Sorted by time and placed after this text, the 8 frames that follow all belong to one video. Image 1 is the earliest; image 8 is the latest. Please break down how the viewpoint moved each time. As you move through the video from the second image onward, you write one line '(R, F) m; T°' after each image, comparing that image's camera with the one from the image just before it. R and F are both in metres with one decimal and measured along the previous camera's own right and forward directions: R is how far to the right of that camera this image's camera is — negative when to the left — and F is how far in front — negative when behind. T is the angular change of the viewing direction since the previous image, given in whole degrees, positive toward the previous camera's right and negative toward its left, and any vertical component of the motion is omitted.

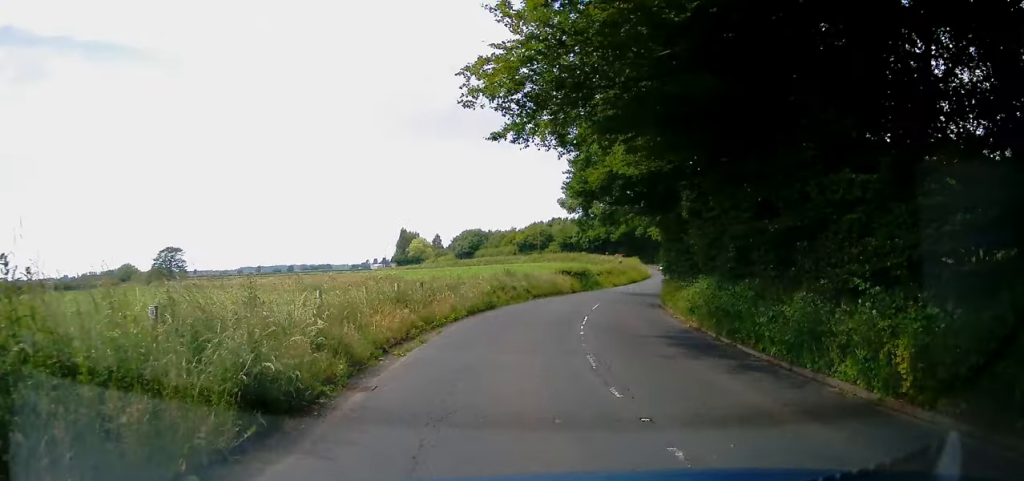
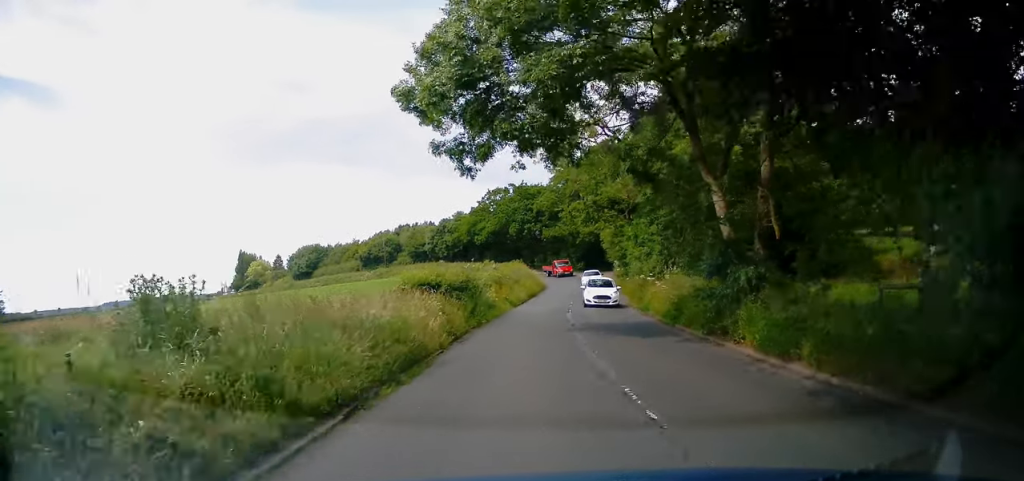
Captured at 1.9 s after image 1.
(+2.3, +26.9) m; +11°
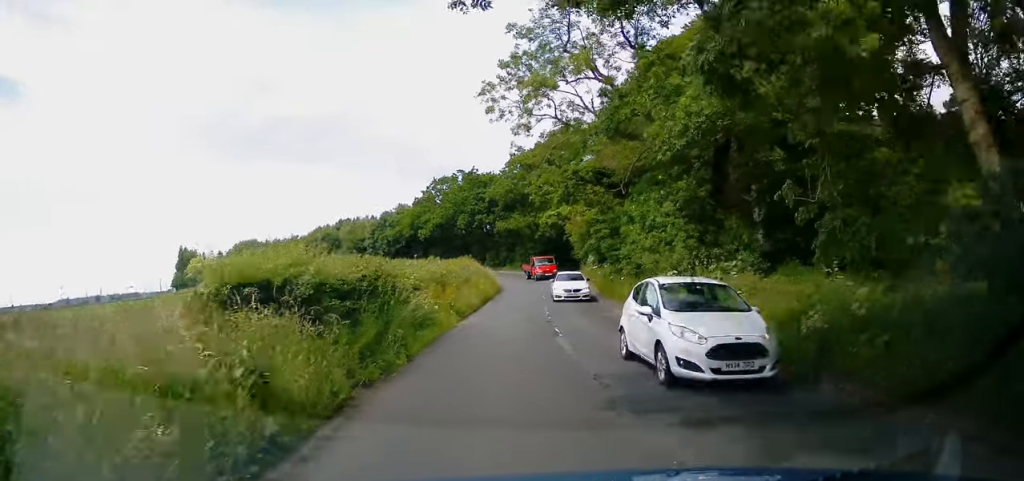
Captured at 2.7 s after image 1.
(+0.4, +10.8) m; +4°
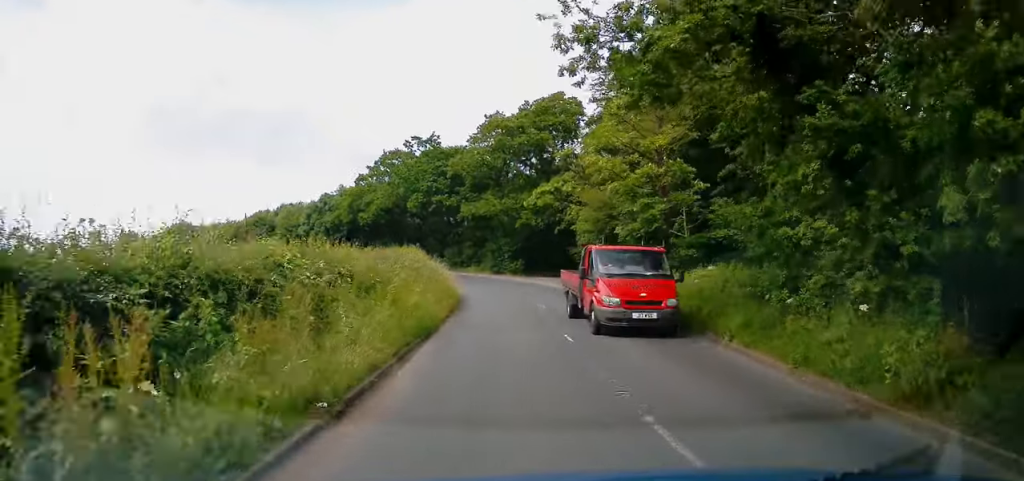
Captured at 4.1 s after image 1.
(+1.0, +19.2) m; +4°
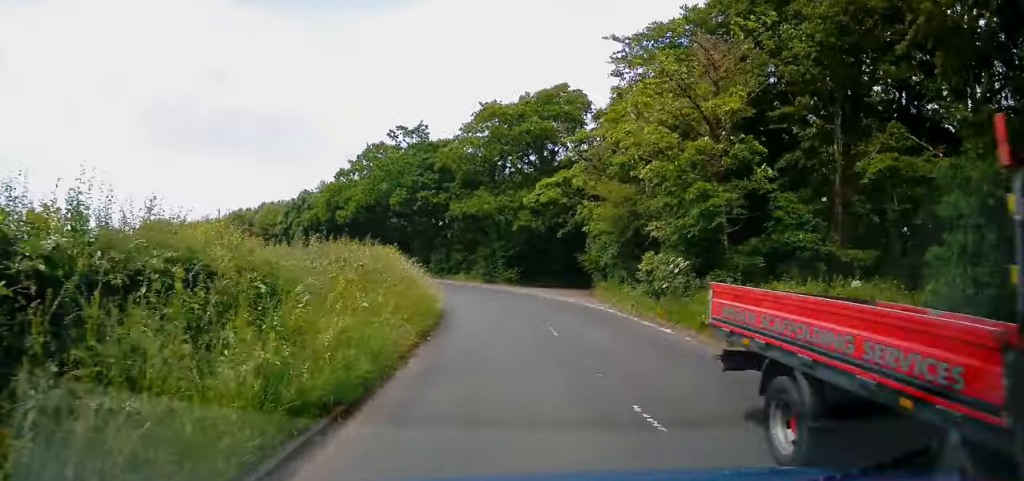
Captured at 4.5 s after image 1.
(+0.1, +6.5) m; +1°
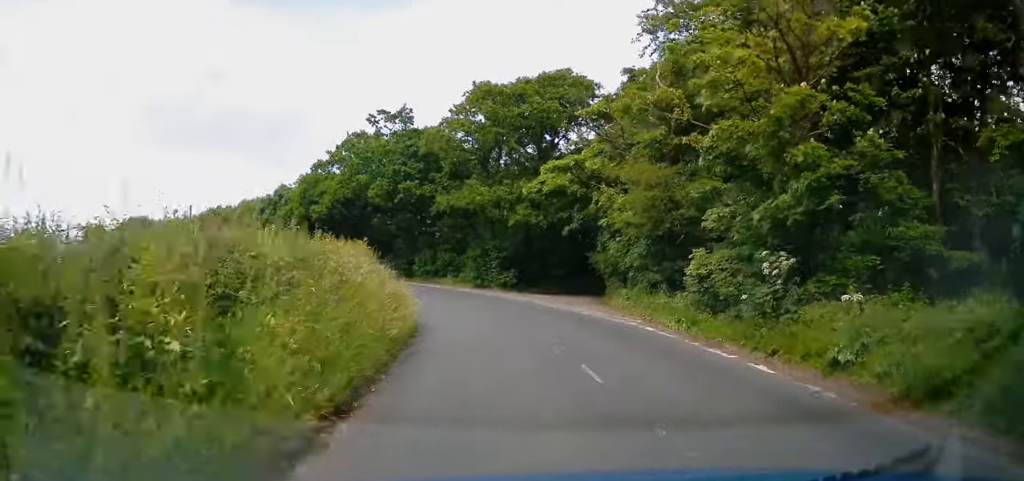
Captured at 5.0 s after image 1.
(0.0, +6.2) m; -1°
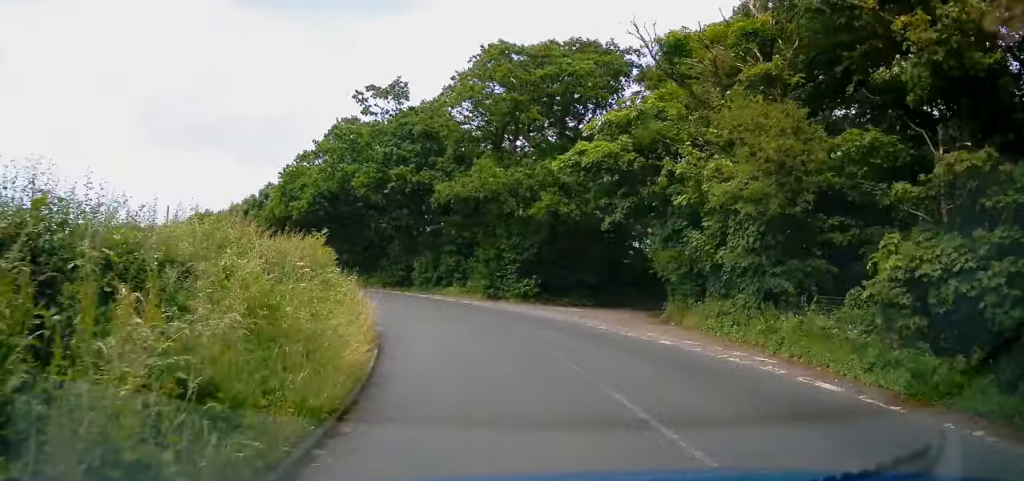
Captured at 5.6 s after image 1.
(+0.2, +8.1) m; -2°
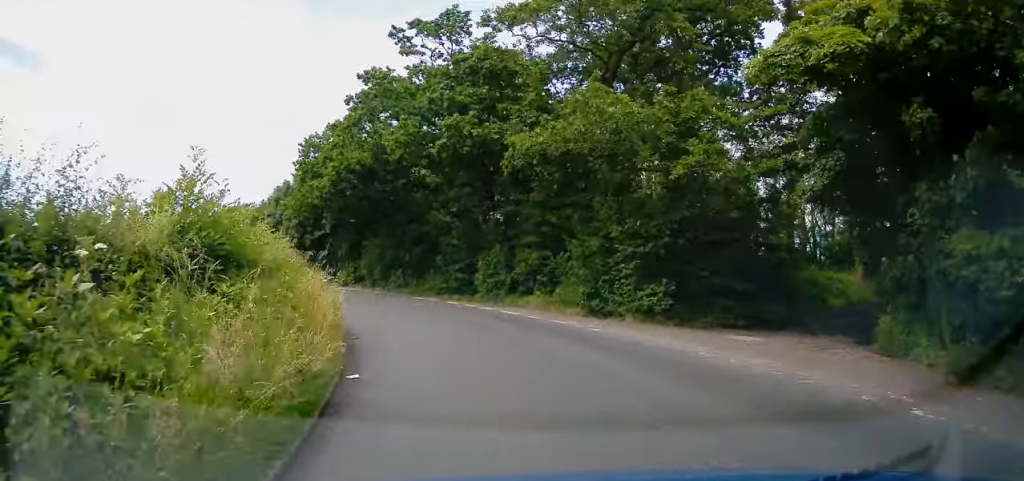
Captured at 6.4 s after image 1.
(-0.5, +11.0) m; -6°
